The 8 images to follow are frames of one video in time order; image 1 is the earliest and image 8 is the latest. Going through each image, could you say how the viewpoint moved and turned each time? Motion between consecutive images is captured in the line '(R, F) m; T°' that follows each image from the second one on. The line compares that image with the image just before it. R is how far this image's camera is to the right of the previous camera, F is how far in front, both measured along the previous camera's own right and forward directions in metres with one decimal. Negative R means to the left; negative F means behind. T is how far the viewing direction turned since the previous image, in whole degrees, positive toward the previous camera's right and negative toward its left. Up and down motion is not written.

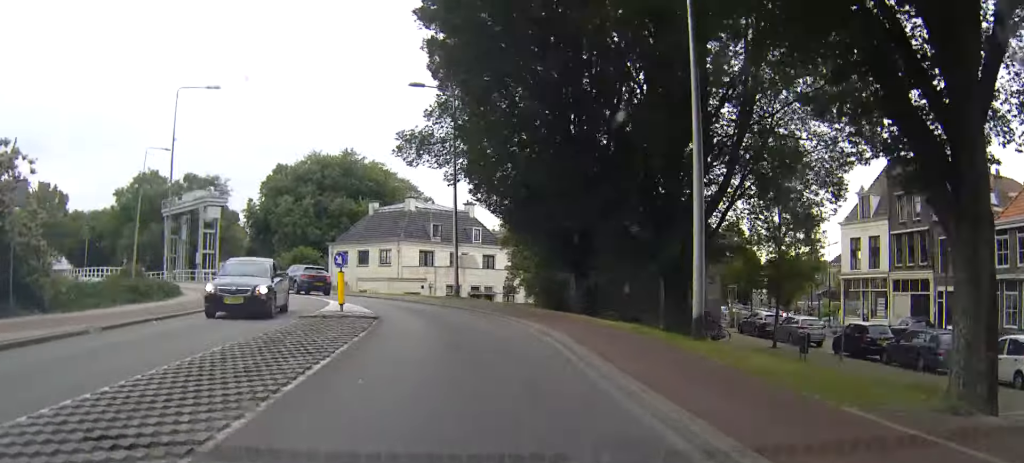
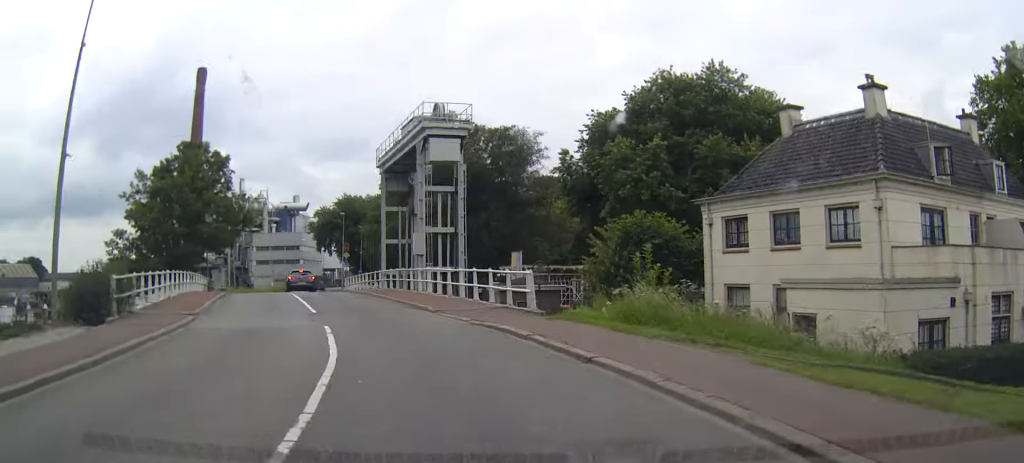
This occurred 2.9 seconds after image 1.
(-4.6, +33.0) m; -24°
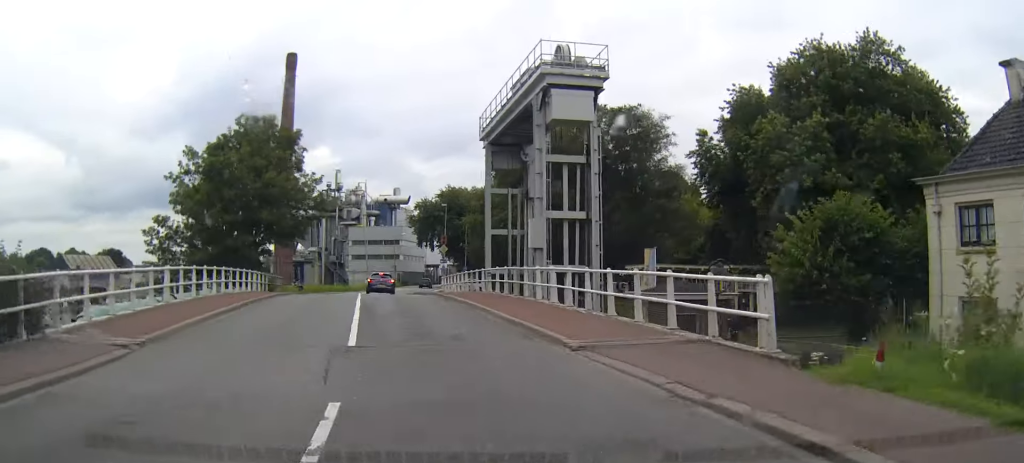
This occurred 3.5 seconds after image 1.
(-0.5, +8.6) m; -7°
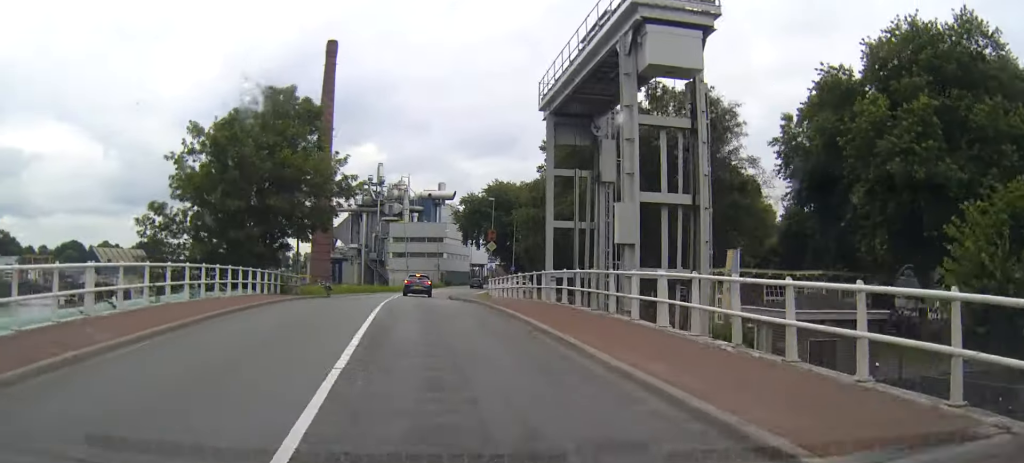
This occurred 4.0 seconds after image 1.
(-0.4, +6.5) m; -4°
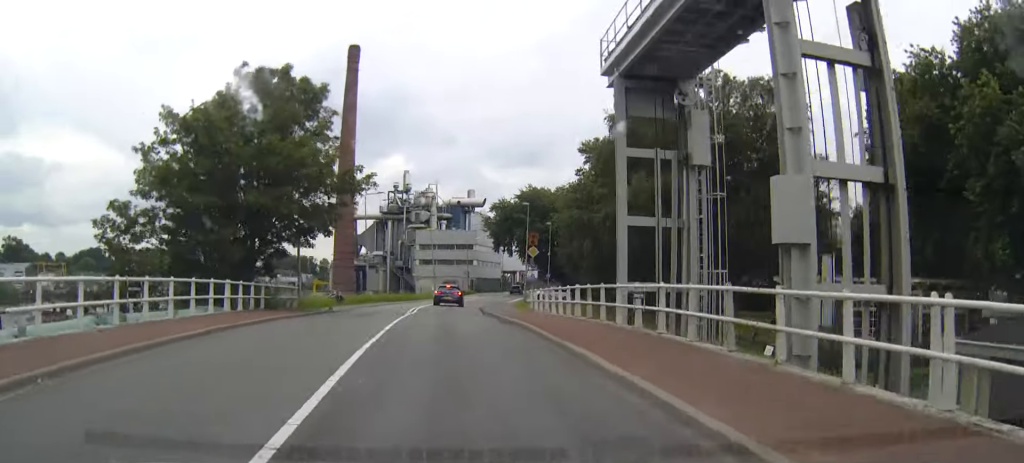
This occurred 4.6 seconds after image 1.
(-0.3, +7.4) m; -4°
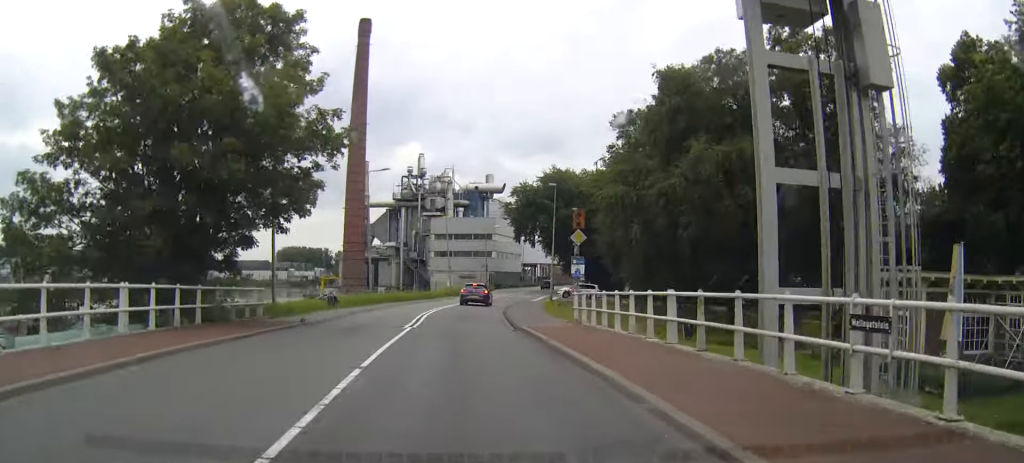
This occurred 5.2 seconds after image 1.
(-0.3, +8.1) m; -2°
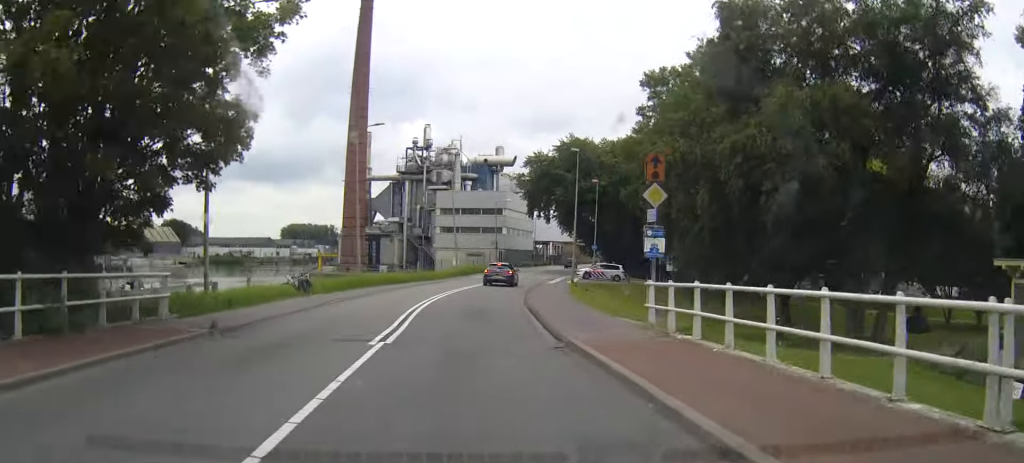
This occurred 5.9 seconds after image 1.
(-0.2, +8.5) m; -2°
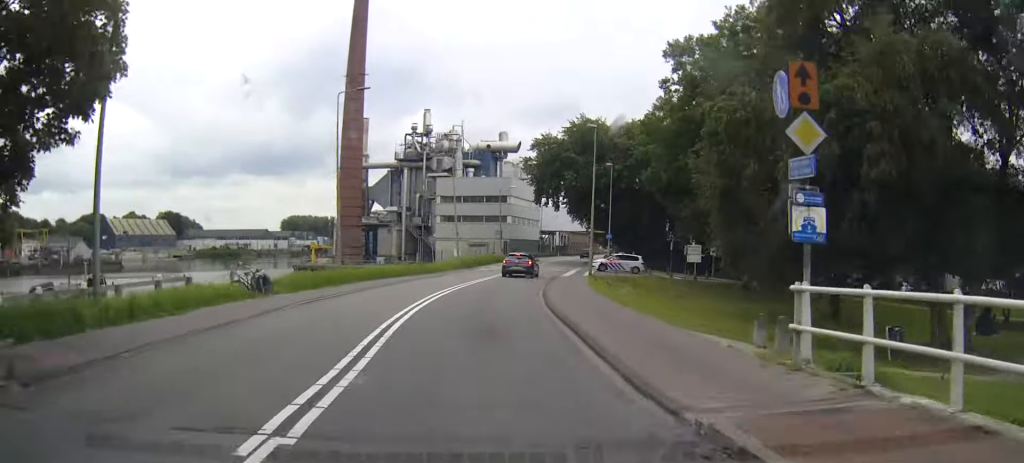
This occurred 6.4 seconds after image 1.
(-0.1, +6.8) m; 0°
